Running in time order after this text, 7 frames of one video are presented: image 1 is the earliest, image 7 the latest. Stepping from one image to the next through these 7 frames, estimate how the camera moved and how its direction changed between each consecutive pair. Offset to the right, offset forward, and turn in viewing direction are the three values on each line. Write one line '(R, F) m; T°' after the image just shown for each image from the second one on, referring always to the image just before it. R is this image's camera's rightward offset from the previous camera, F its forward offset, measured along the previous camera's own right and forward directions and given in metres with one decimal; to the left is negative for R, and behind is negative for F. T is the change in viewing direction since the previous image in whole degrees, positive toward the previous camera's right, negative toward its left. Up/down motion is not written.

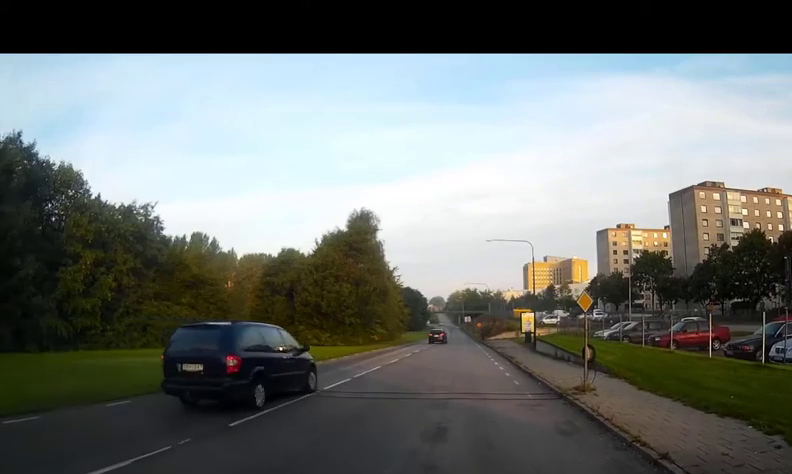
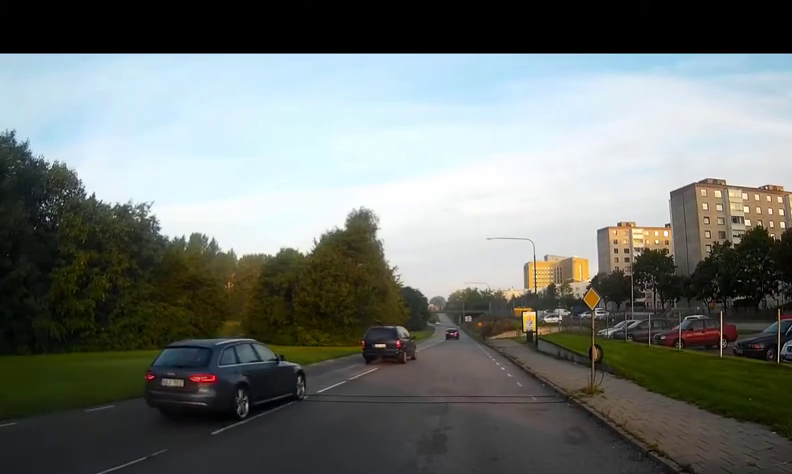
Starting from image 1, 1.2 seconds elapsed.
(0.0, +0.8) m; 0°
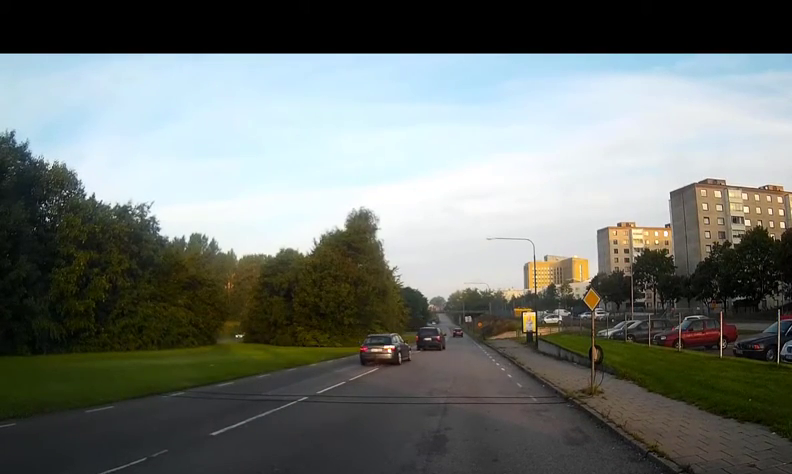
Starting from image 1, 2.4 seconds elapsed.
(+0.1, +0.2) m; 0°
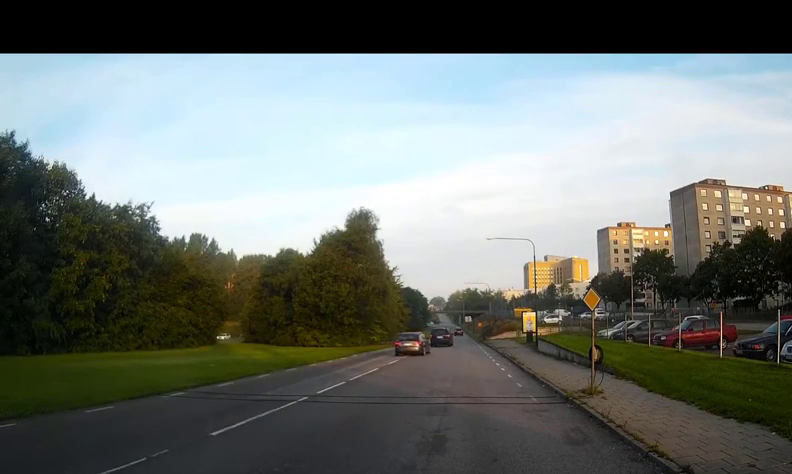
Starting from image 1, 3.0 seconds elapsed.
(0.0, 0.0) m; 0°
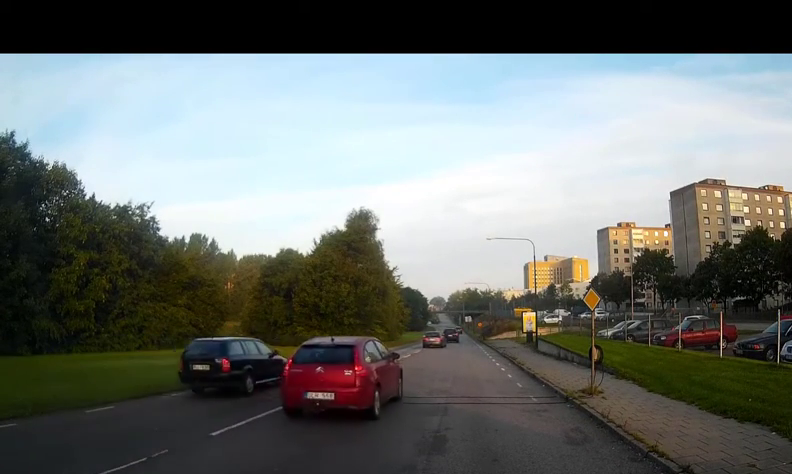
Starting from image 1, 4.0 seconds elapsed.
(0.0, 0.0) m; 0°
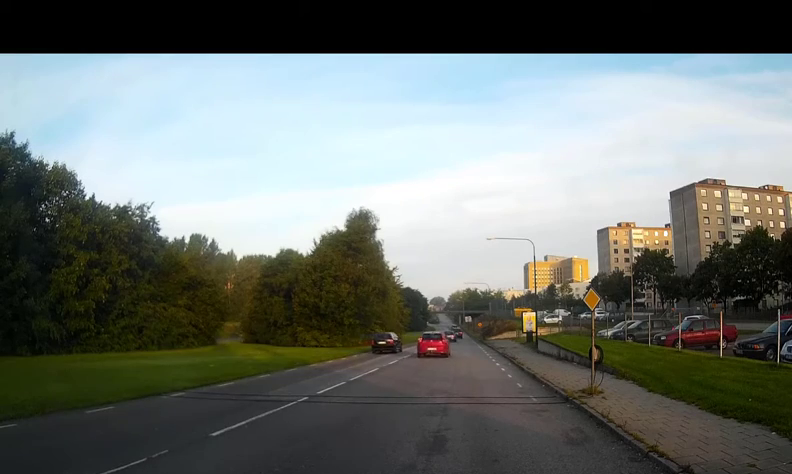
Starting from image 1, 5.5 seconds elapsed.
(0.0, +0.2) m; 0°
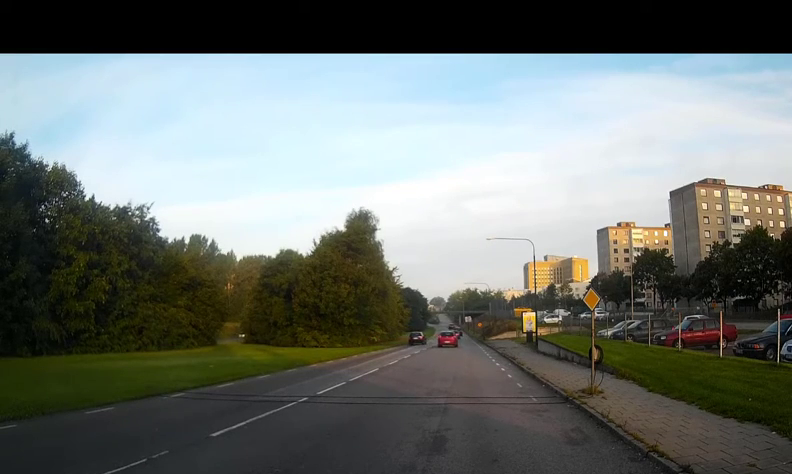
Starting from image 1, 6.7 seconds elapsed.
(0.0, 0.0) m; 0°
